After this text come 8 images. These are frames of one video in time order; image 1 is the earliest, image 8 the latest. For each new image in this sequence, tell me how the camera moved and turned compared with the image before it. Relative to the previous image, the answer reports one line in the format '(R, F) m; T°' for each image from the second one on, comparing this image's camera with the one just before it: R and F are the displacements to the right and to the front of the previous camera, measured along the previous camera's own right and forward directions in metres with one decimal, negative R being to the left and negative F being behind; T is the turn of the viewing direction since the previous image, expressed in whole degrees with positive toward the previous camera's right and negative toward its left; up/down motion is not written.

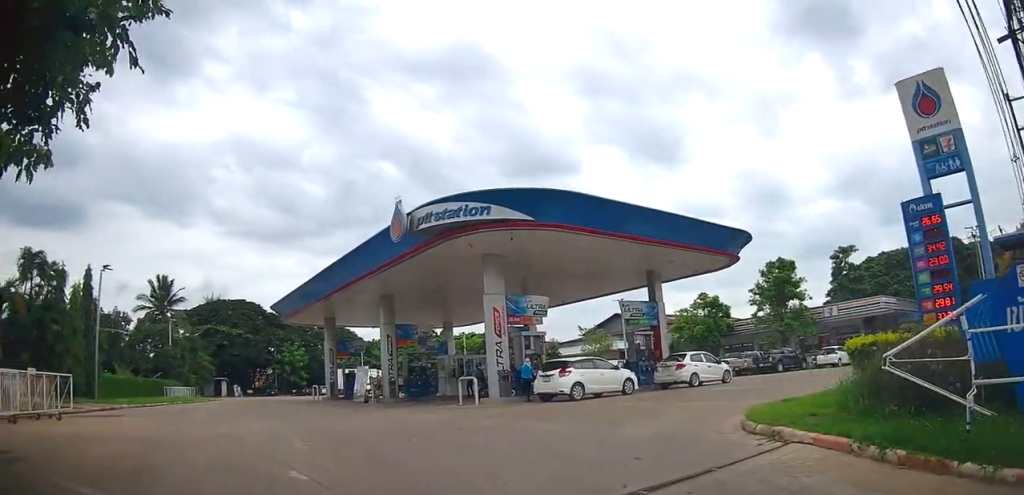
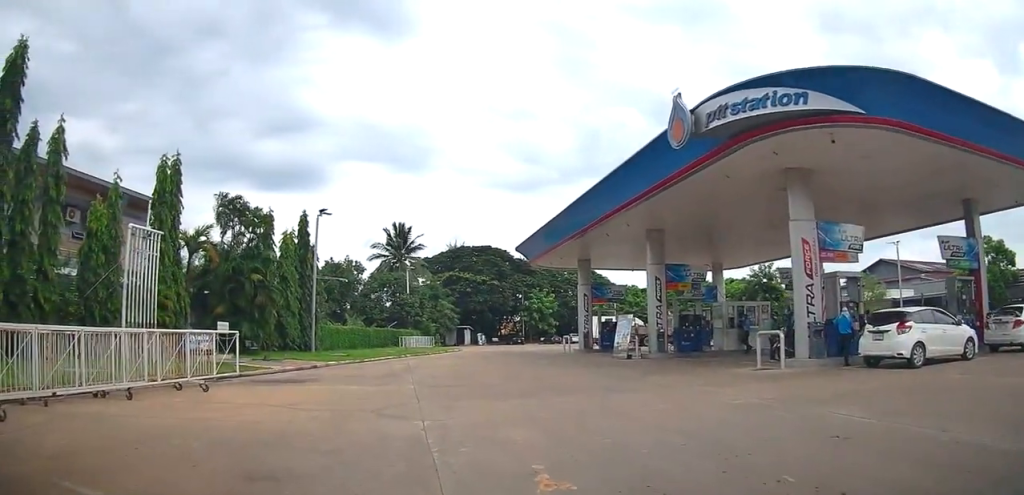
(-1.3, +5.1) m; -20°
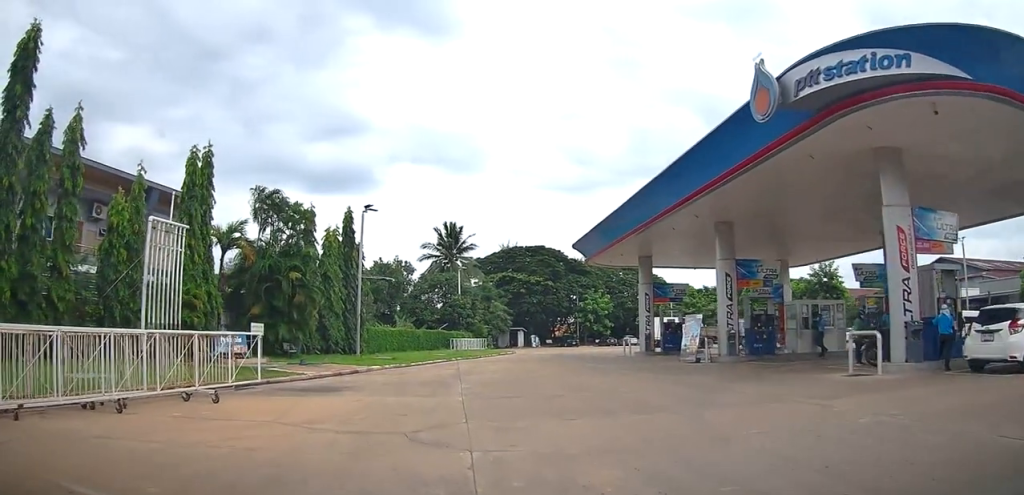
(+0.2, +2.0) m; -7°
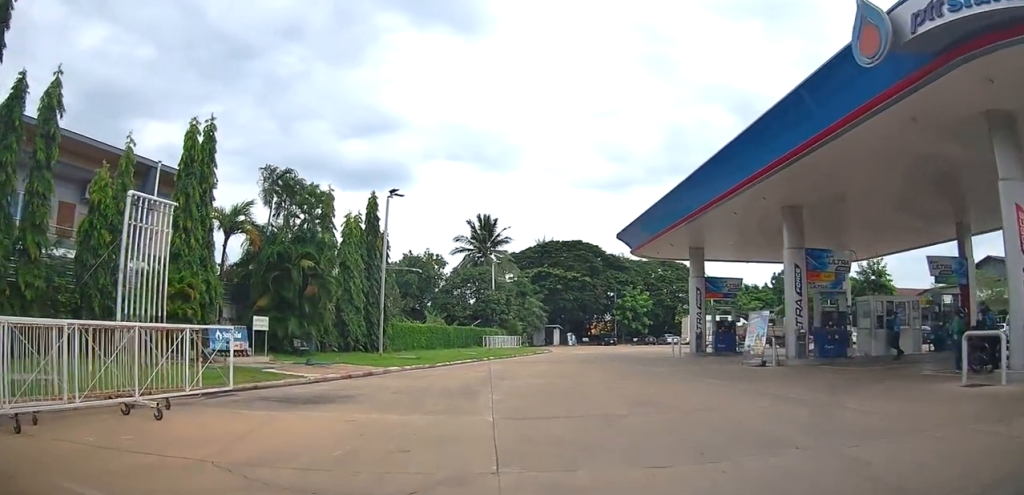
(-0.6, +2.8) m; 0°
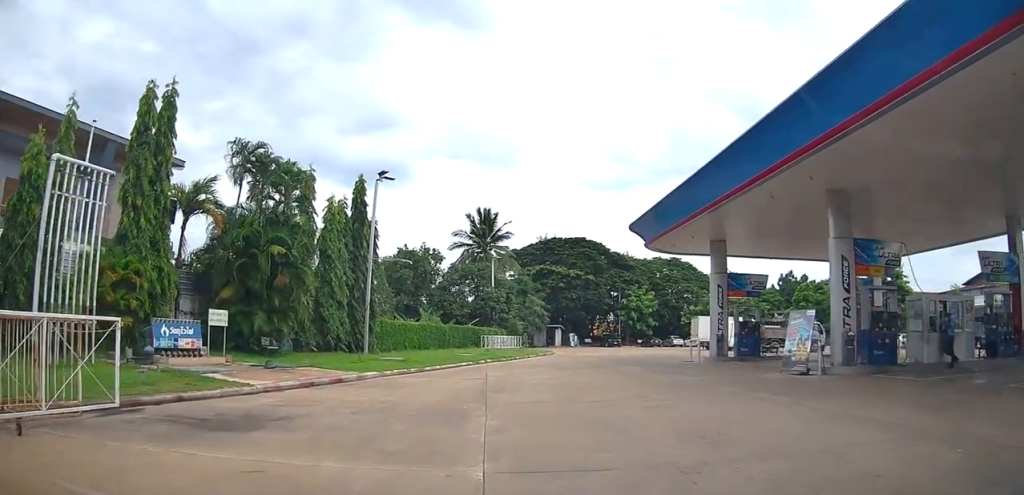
(+0.2, +3.0) m; 0°
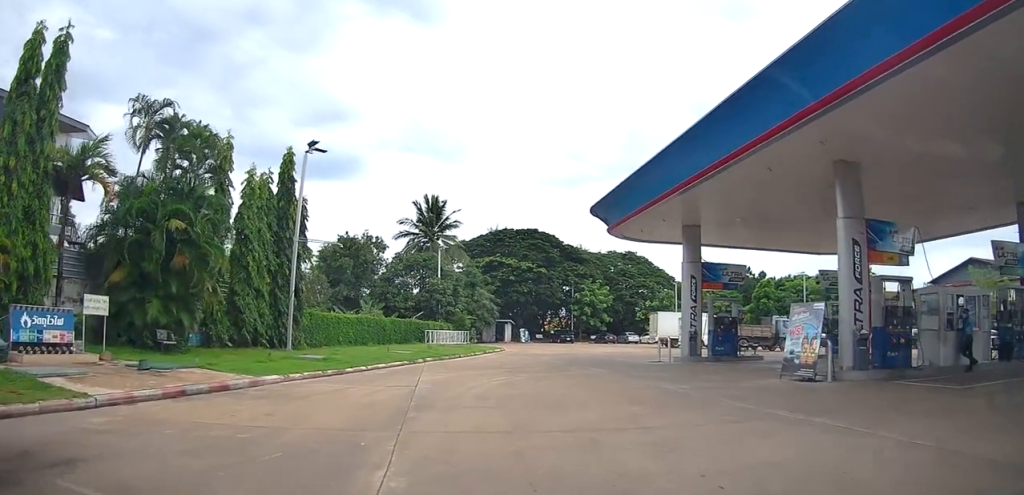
(0.0, +3.4) m; 0°
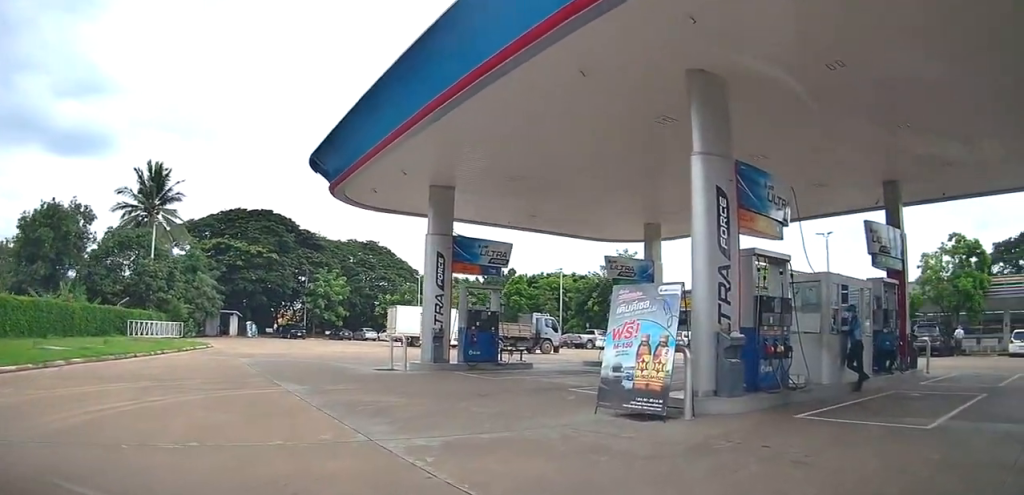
(+1.2, +6.4) m; +38°
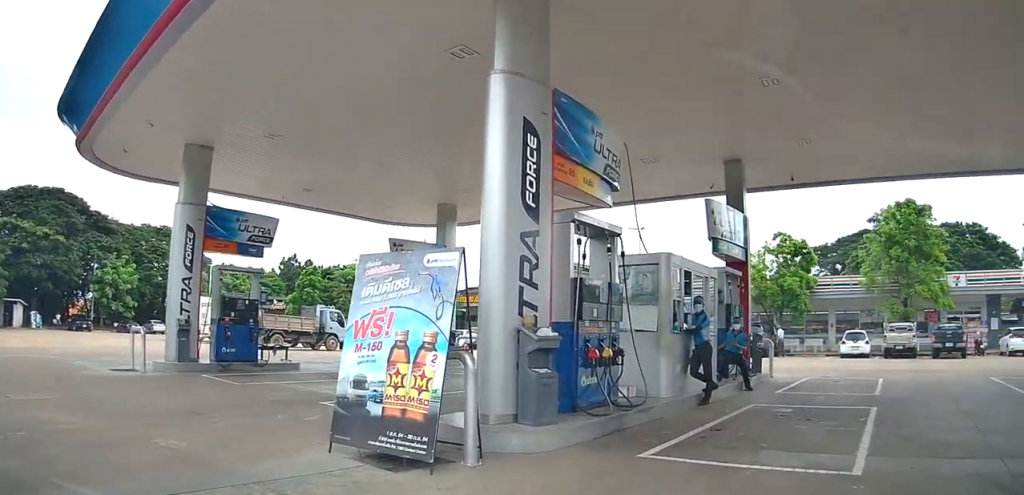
(+0.8, +3.4) m; +18°
